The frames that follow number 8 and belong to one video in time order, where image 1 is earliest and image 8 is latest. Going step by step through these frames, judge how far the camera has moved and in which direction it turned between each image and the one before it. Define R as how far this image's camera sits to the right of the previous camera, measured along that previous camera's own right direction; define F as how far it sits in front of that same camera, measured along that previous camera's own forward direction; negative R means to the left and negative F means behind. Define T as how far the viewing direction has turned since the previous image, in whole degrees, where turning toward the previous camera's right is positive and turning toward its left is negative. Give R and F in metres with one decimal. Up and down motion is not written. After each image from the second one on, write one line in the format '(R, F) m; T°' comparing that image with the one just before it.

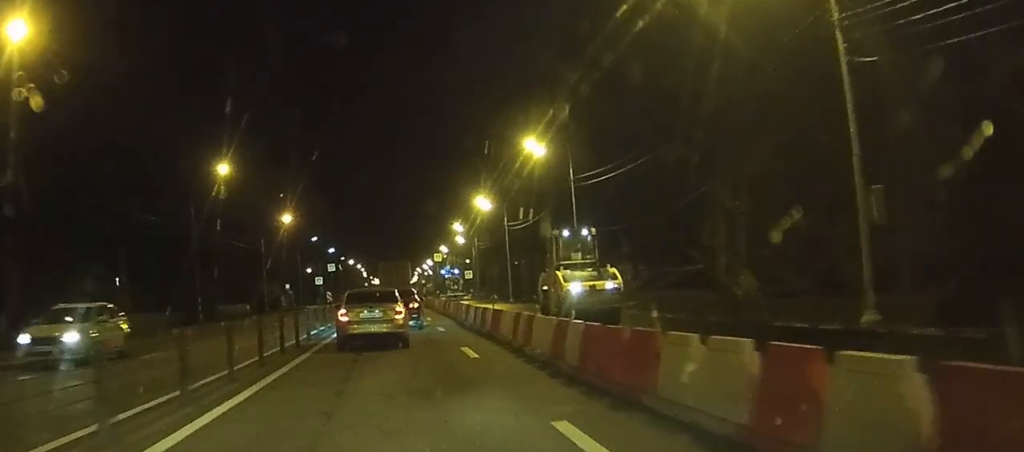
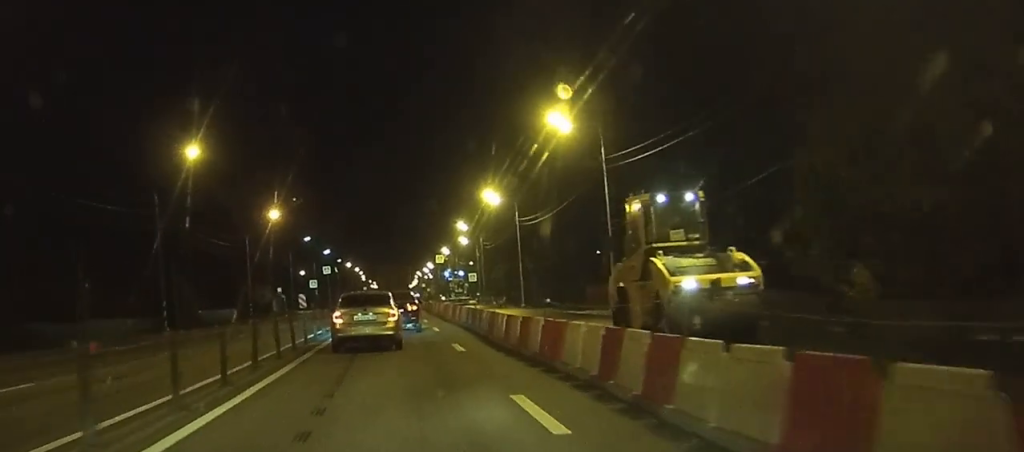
(0.0, +9.4) m; 0°
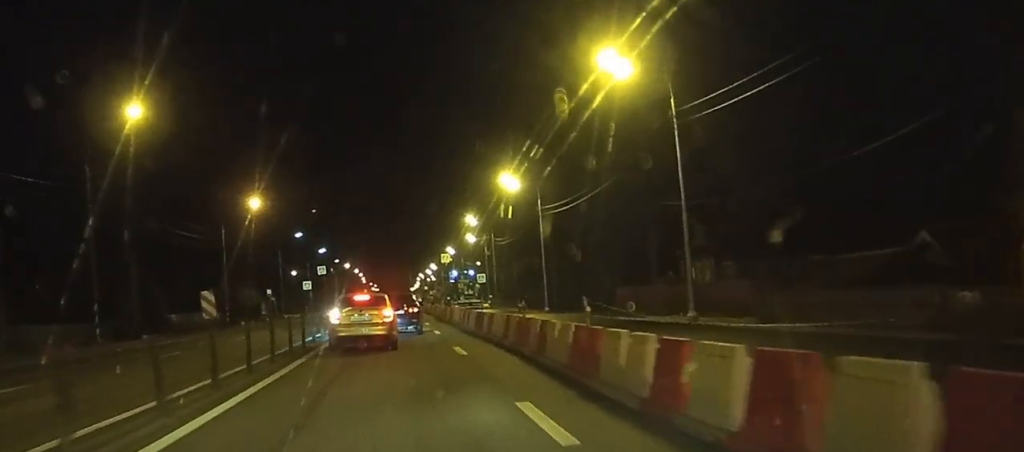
(0.0, +12.4) m; 0°
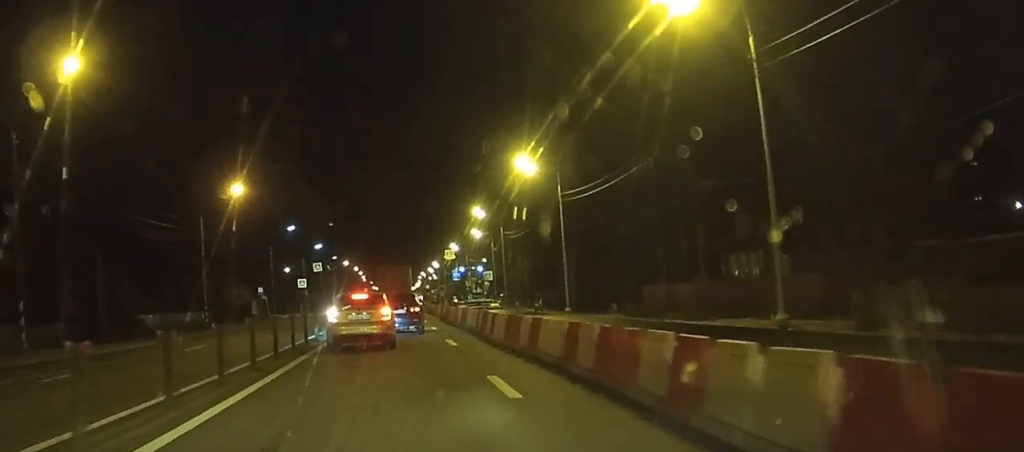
(0.0, +8.2) m; 0°
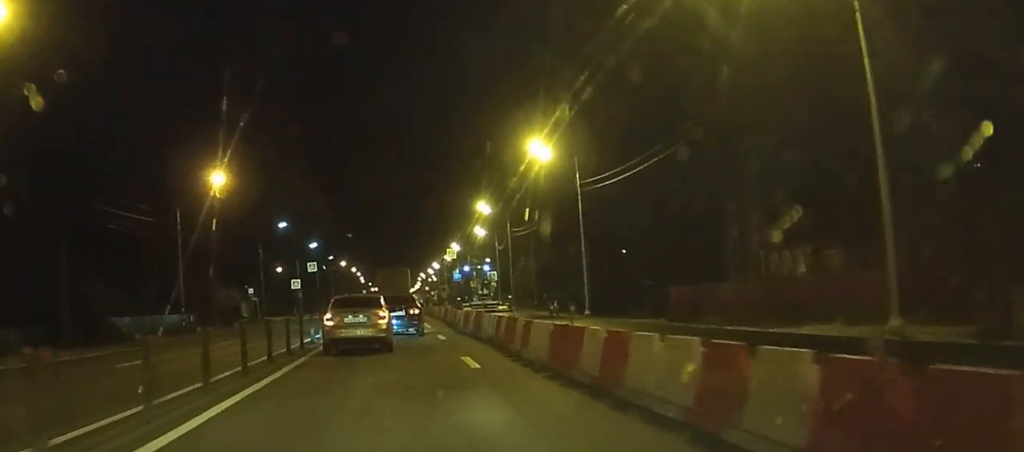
(0.0, +6.5) m; 0°
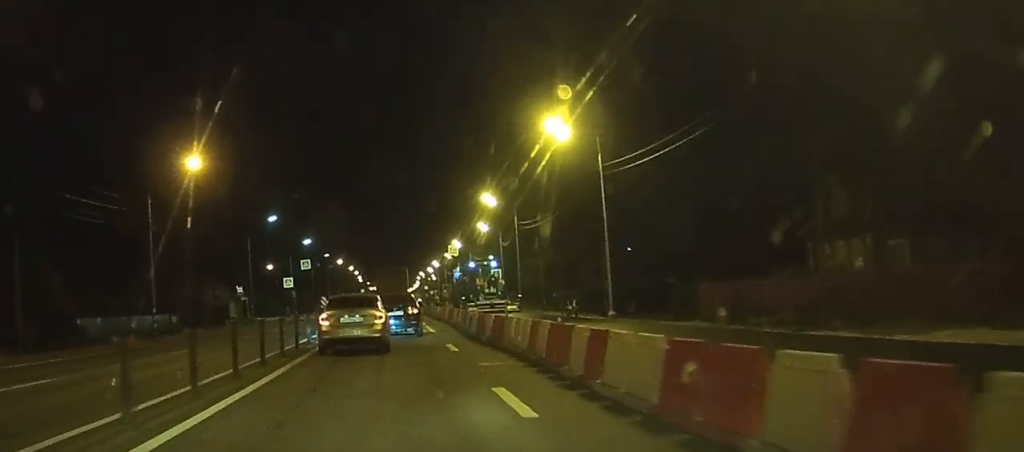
(0.0, +6.5) m; 0°
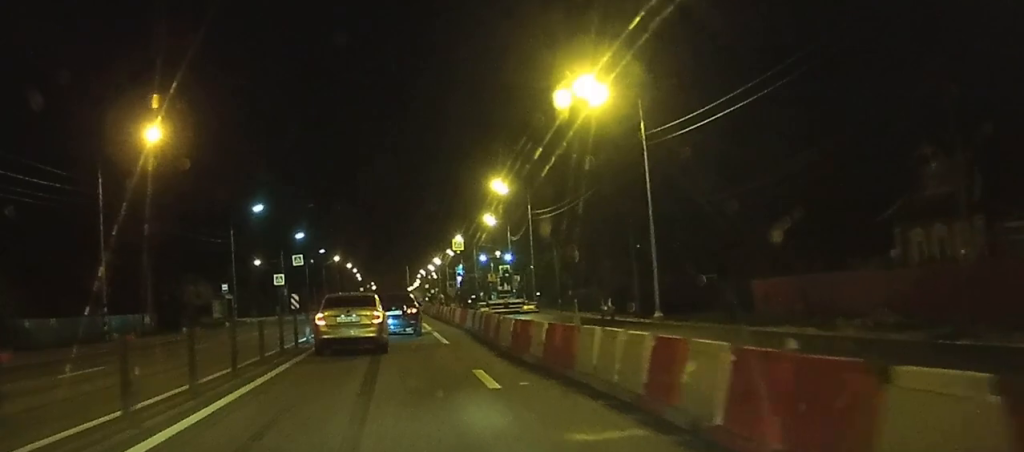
(0.0, +8.9) m; 0°
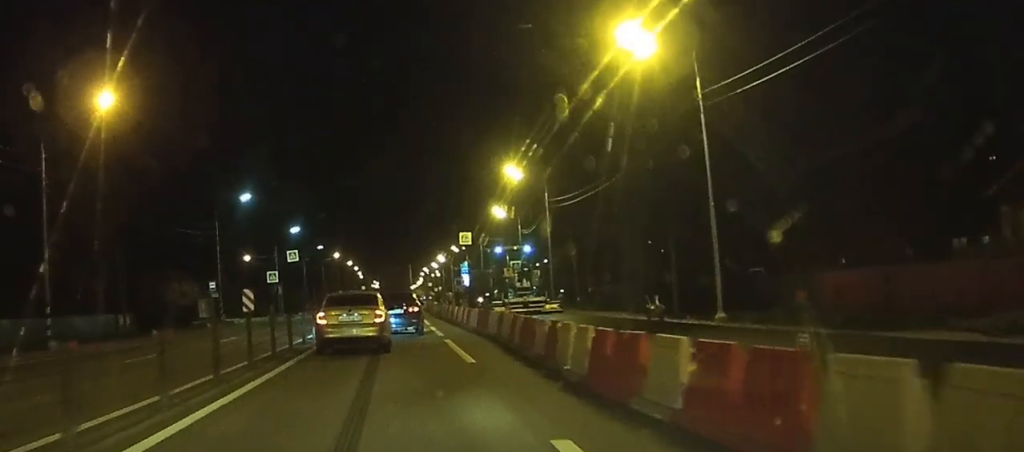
(0.0, +7.8) m; 0°
